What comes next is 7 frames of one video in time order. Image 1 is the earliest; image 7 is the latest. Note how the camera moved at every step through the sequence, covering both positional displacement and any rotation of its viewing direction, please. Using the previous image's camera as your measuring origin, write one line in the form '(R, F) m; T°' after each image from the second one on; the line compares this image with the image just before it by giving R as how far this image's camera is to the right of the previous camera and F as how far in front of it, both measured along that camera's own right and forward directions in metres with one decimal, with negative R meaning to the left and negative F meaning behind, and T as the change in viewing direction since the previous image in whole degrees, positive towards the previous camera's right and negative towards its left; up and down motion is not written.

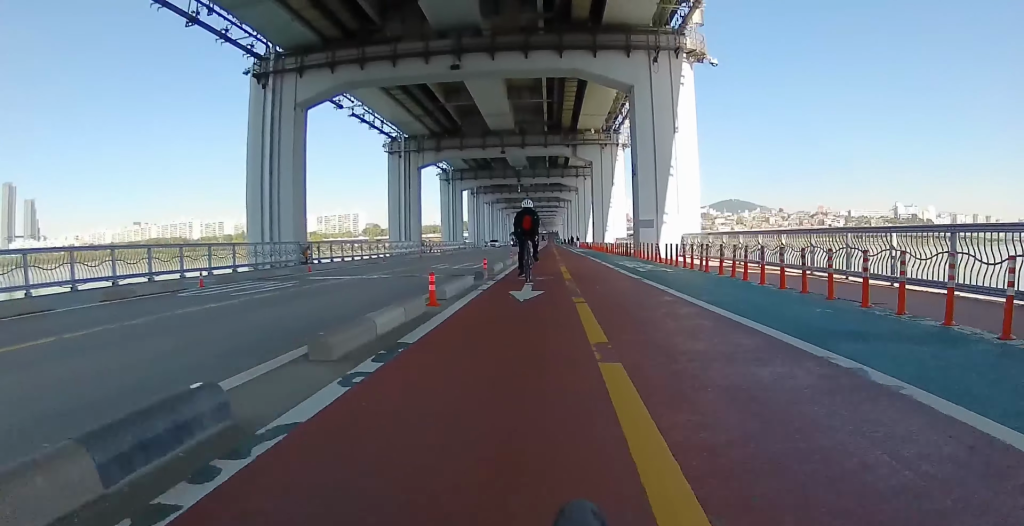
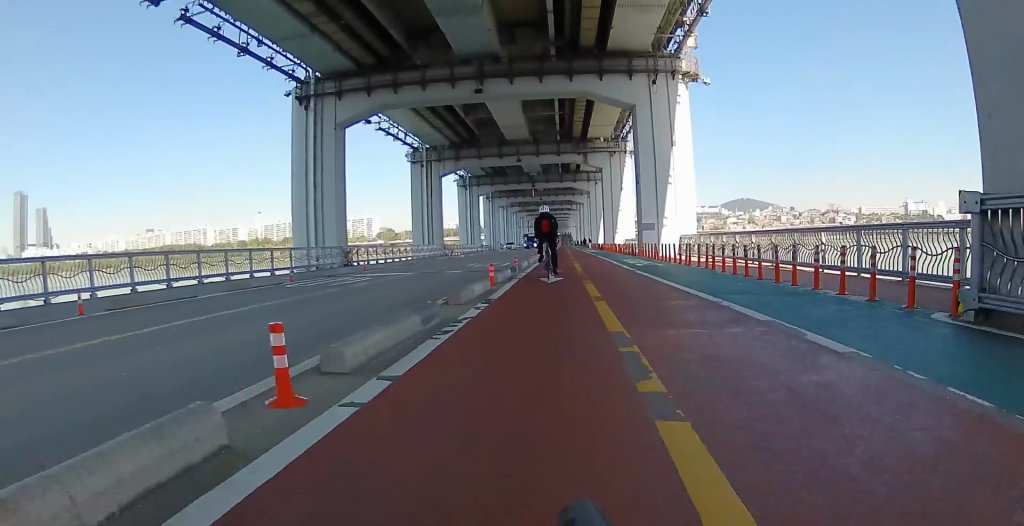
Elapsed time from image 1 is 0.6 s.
(0.0, +4.2) m; 0°
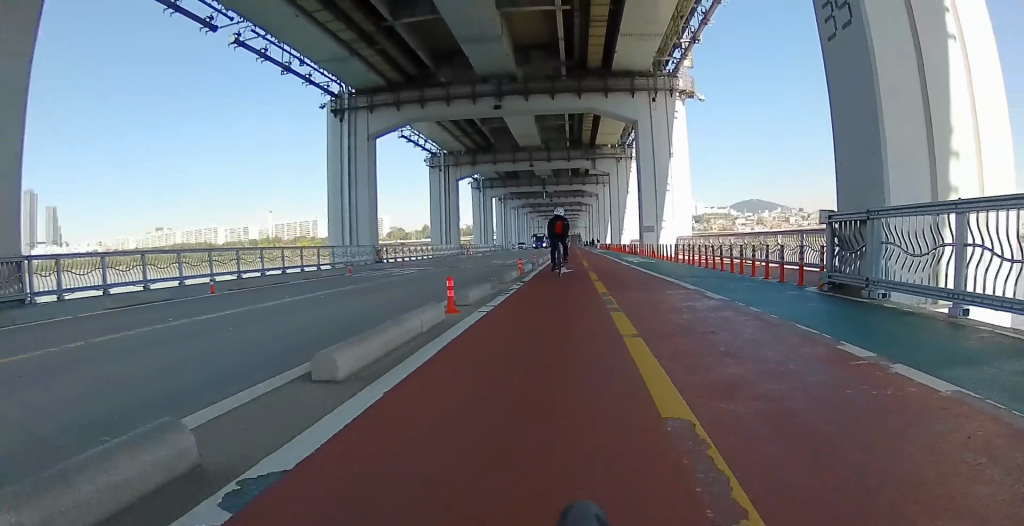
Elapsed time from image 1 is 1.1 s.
(0.0, +4.2) m; 0°
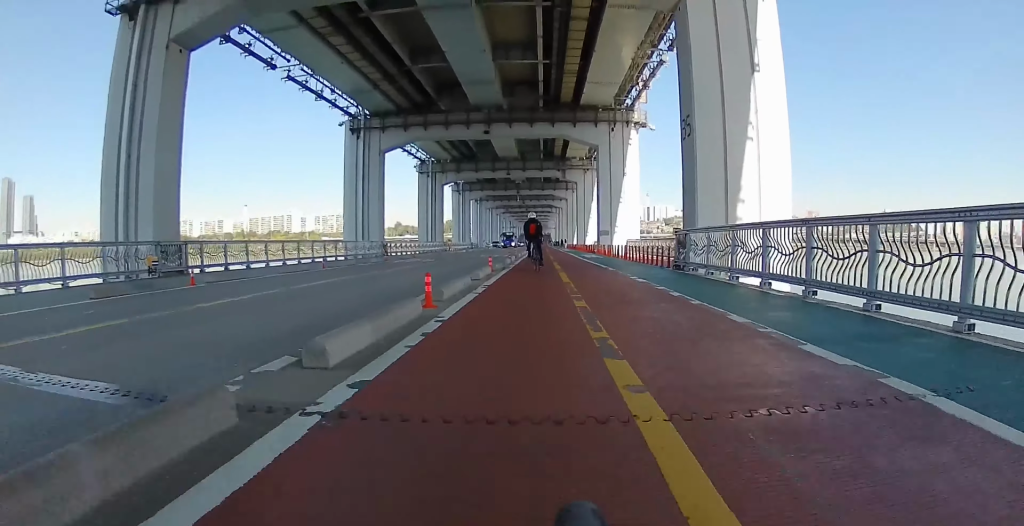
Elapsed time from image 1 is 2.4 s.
(-0.2, +9.5) m; -1°
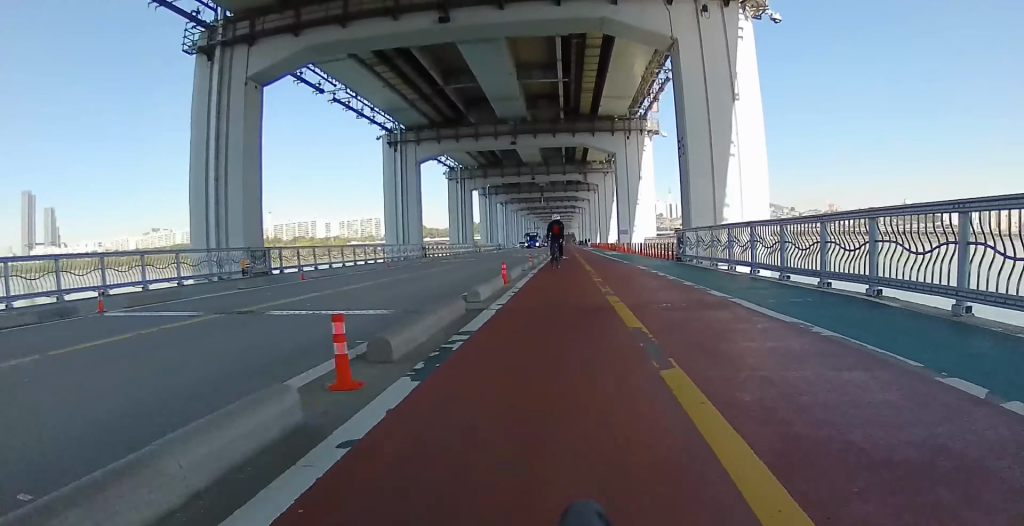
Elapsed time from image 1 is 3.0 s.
(-0.1, +4.7) m; +1°
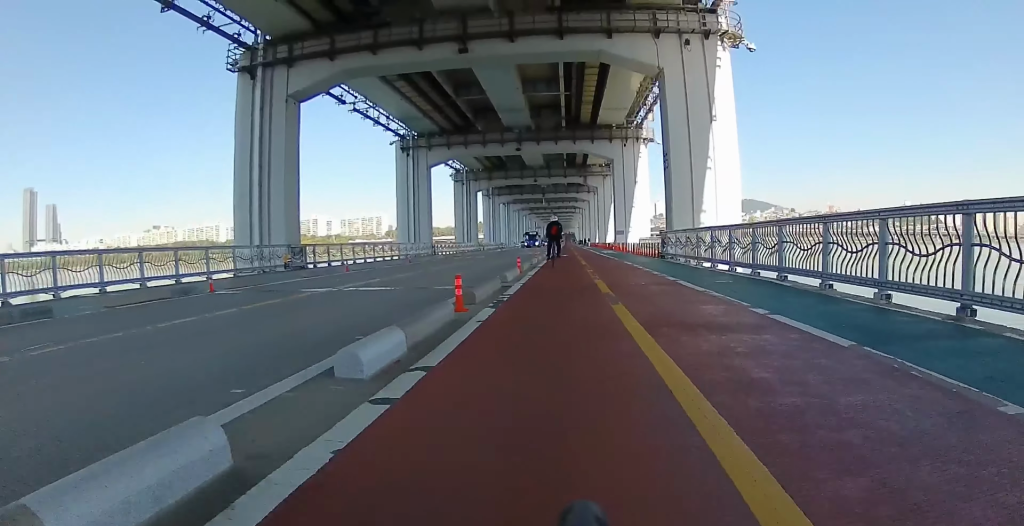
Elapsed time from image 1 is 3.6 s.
(+0.2, +3.8) m; 0°
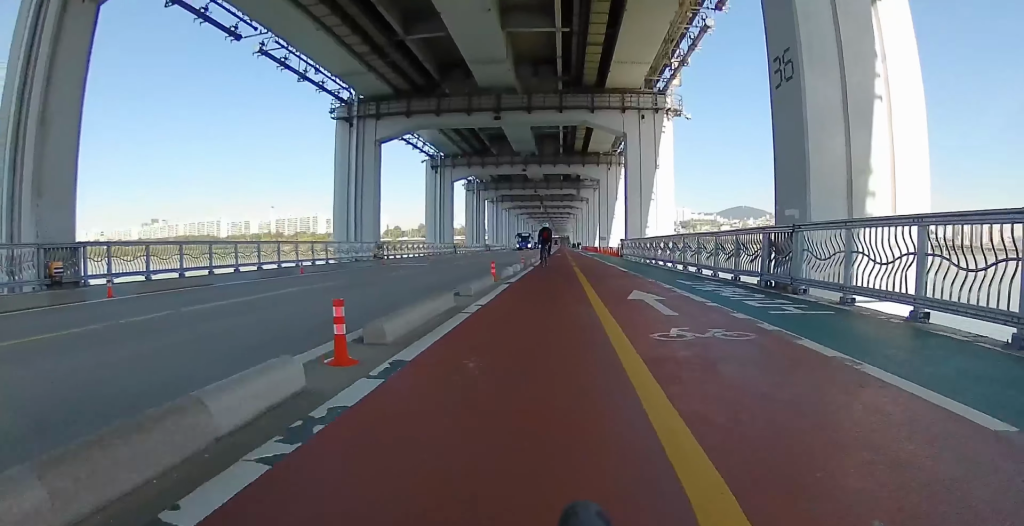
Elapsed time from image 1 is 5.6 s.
(-0.5, +14.5) m; -3°
